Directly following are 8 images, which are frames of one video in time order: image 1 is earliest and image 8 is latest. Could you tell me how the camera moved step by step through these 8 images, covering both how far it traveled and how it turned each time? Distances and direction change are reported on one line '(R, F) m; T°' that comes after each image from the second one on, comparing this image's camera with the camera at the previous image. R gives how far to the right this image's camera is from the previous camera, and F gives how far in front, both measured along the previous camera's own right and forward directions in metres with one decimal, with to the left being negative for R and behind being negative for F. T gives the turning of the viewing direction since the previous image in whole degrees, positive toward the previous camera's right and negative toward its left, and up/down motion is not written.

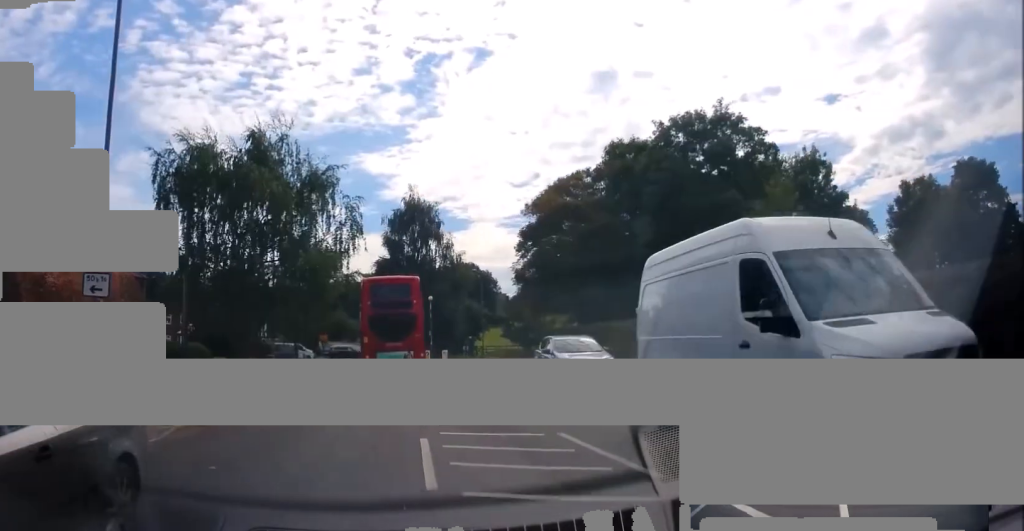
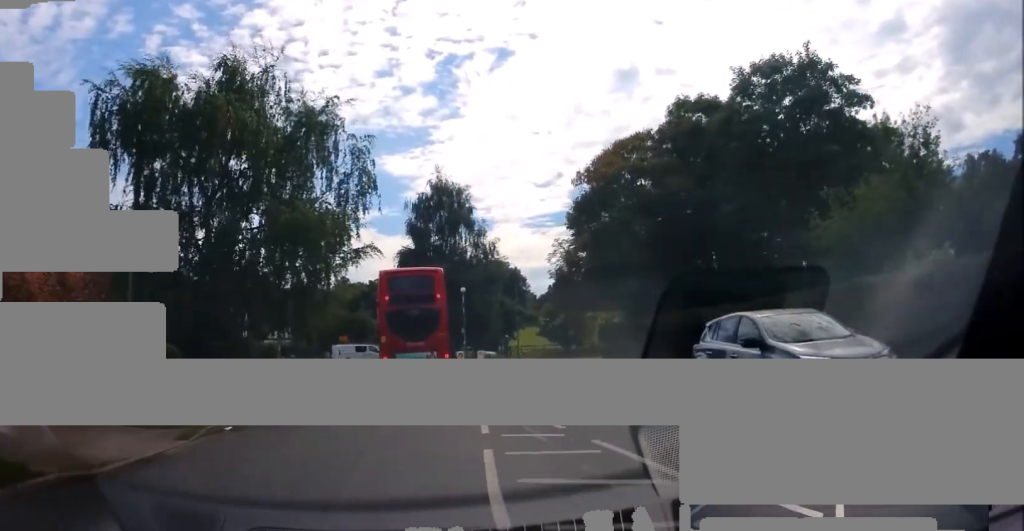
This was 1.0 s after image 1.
(-0.1, +7.5) m; -3°
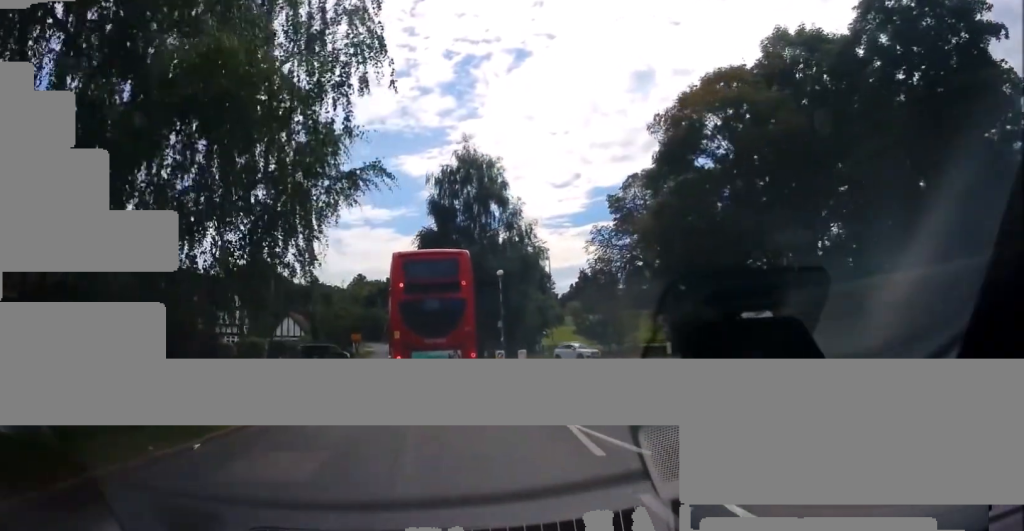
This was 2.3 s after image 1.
(-0.4, +8.9) m; -3°
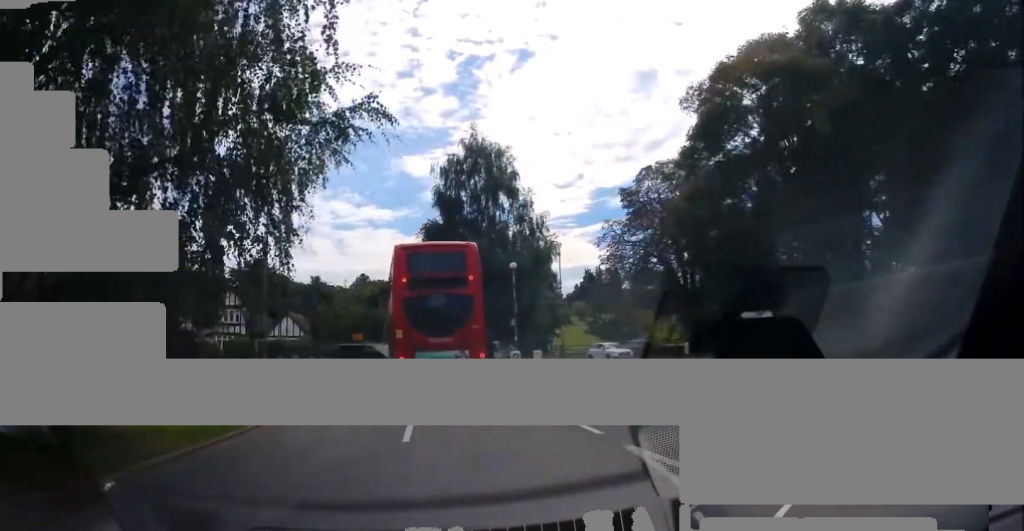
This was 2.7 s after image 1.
(0.0, +2.7) m; 0°
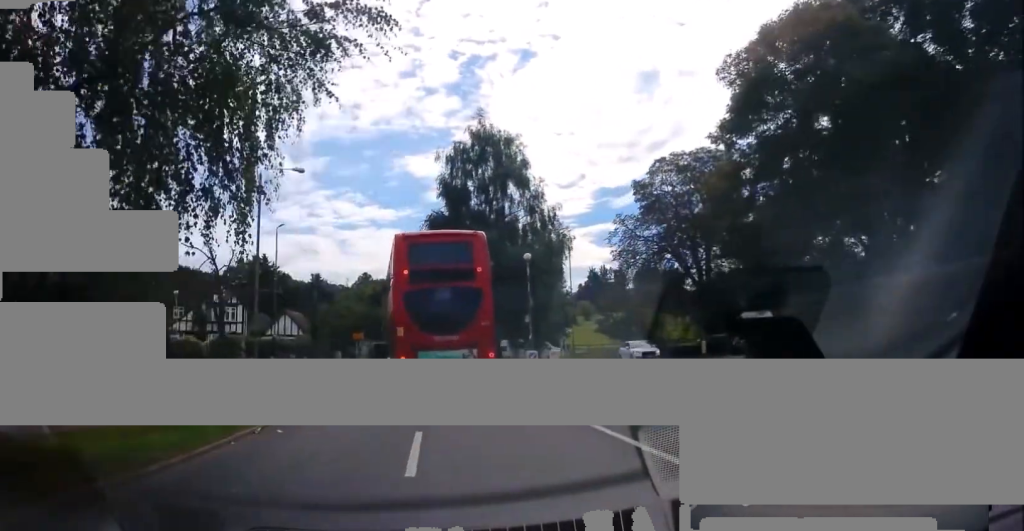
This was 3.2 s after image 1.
(+0.1, +2.6) m; 0°
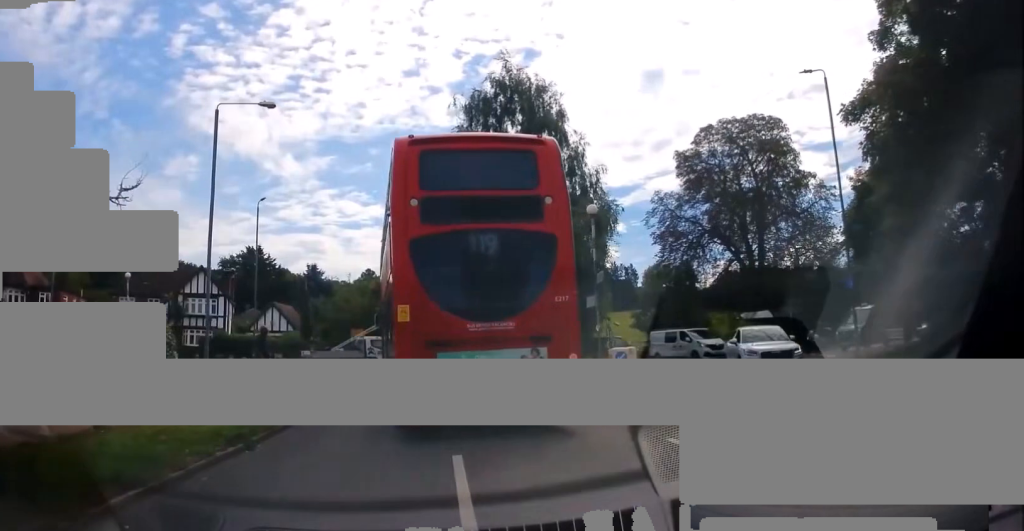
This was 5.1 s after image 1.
(+0.2, +6.9) m; +3°
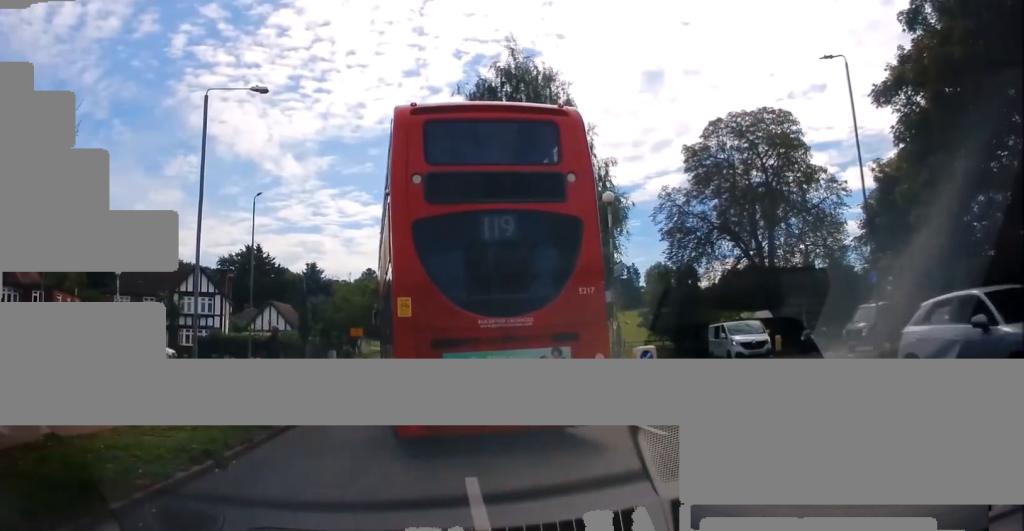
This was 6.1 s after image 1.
(-0.1, +0.9) m; 0°
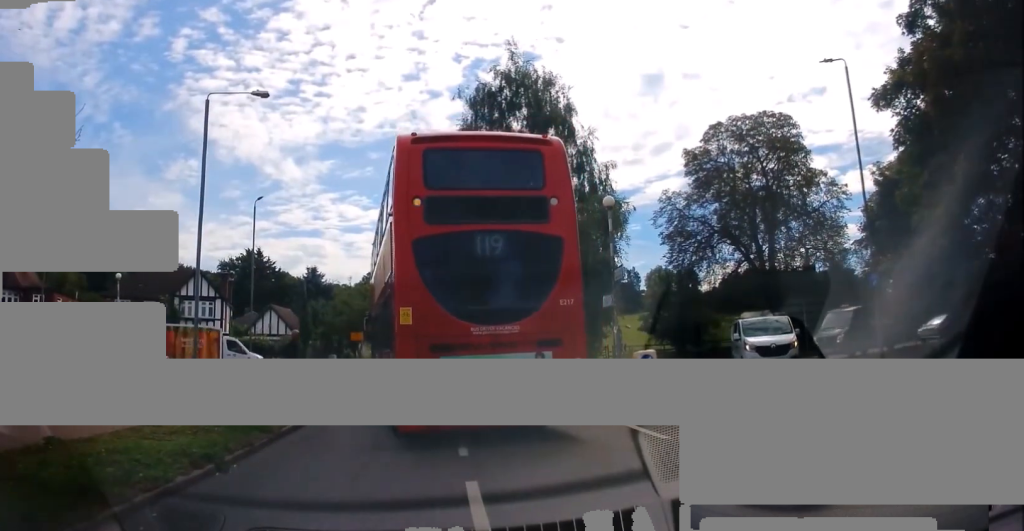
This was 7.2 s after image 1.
(-0.2, +0.2) m; 0°
